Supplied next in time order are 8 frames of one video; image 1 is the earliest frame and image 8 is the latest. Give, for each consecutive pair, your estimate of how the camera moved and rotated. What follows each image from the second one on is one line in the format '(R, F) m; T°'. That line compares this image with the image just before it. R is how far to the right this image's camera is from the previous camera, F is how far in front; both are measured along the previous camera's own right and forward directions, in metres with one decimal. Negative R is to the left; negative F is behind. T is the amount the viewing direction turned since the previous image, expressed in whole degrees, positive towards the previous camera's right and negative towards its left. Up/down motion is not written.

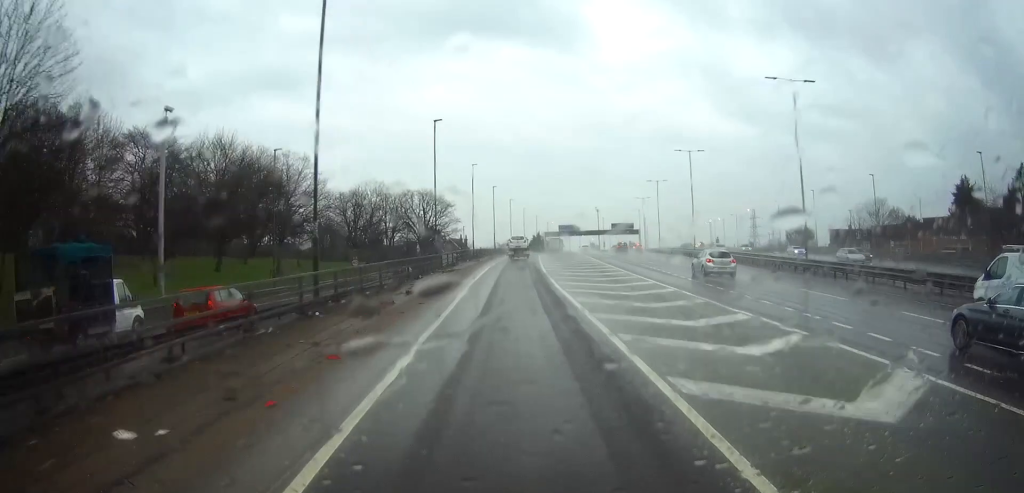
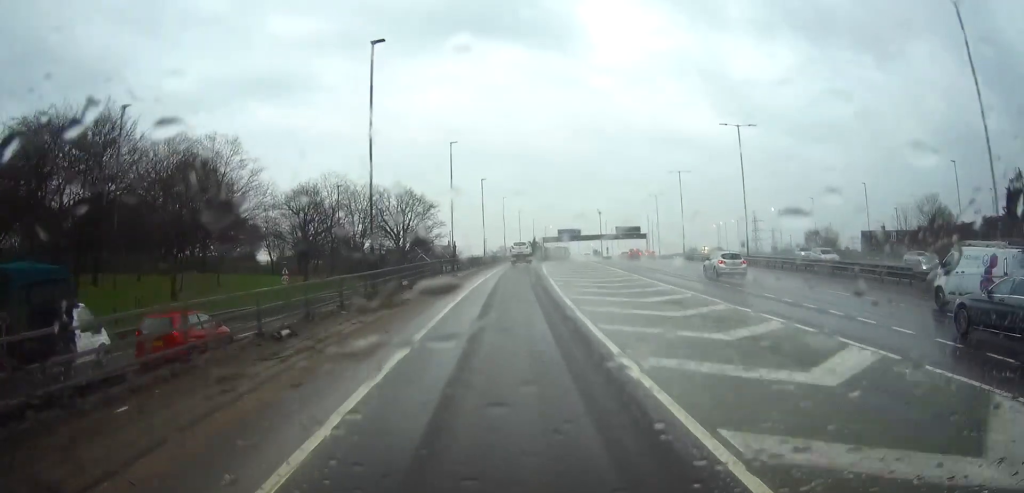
(+0.2, +20.0) m; 0°
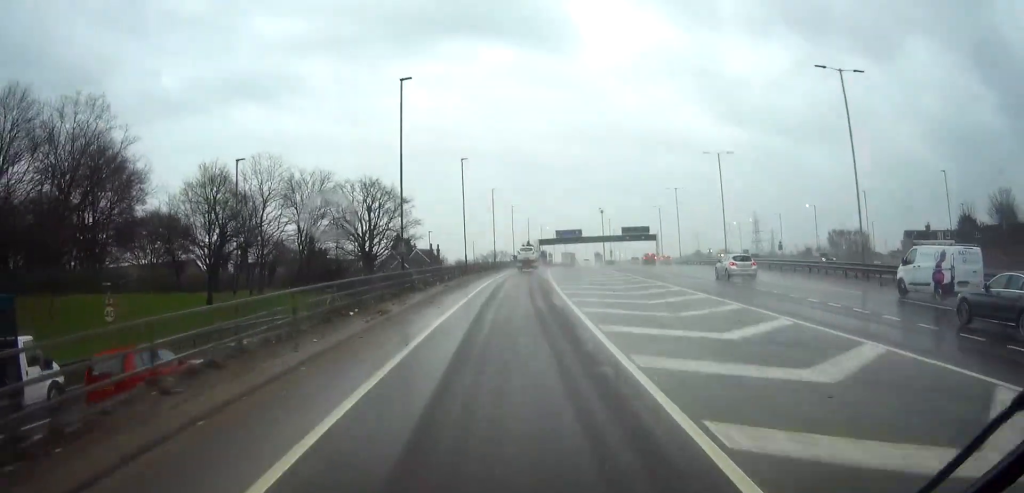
(0.0, +22.1) m; 0°
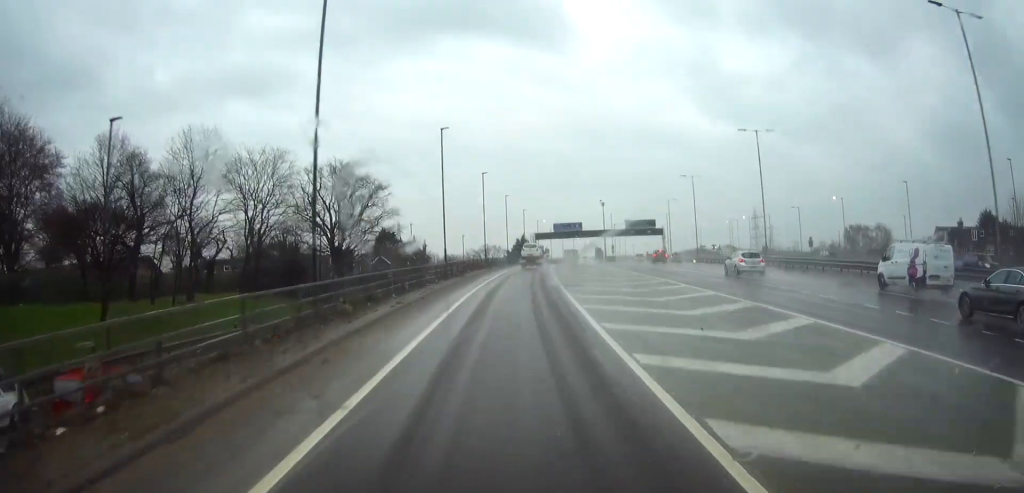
(+0.1, +13.8) m; +1°
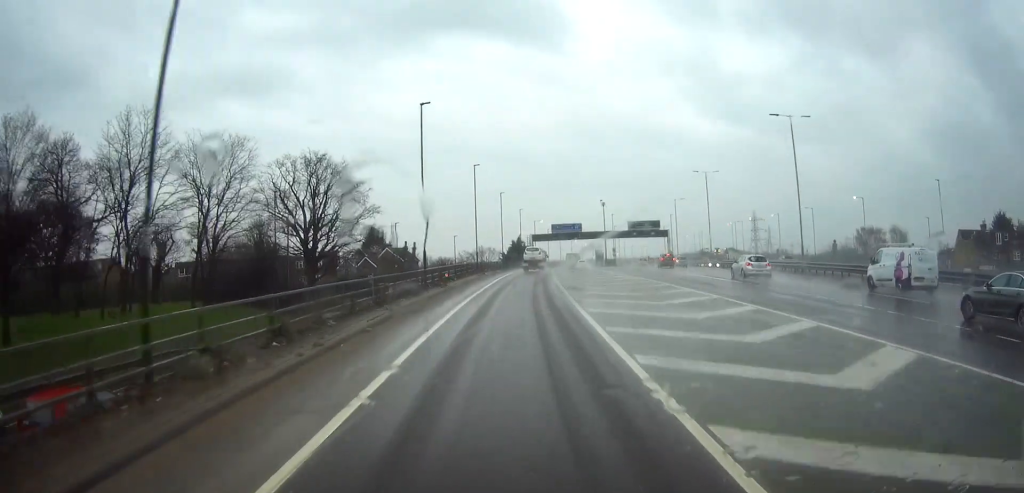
(0.0, +9.0) m; +1°
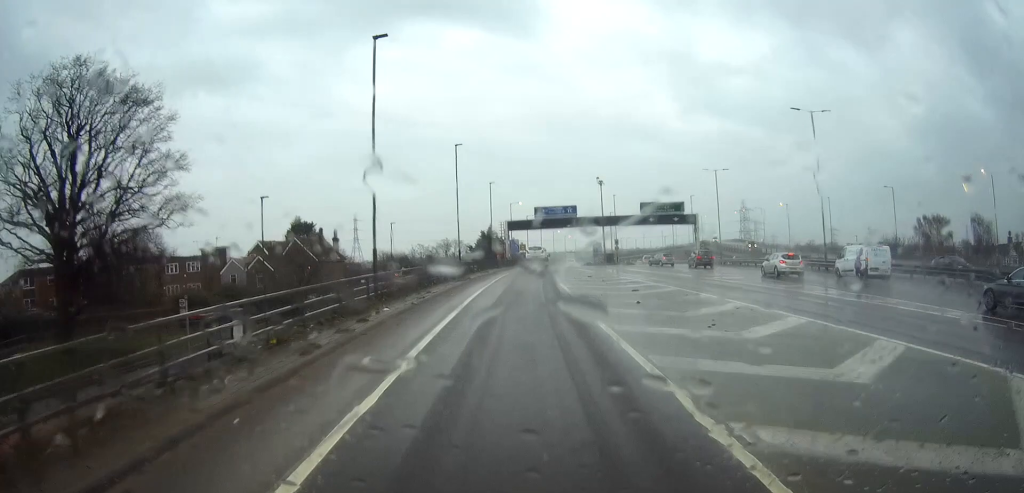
(+1.1, +40.2) m; +3°
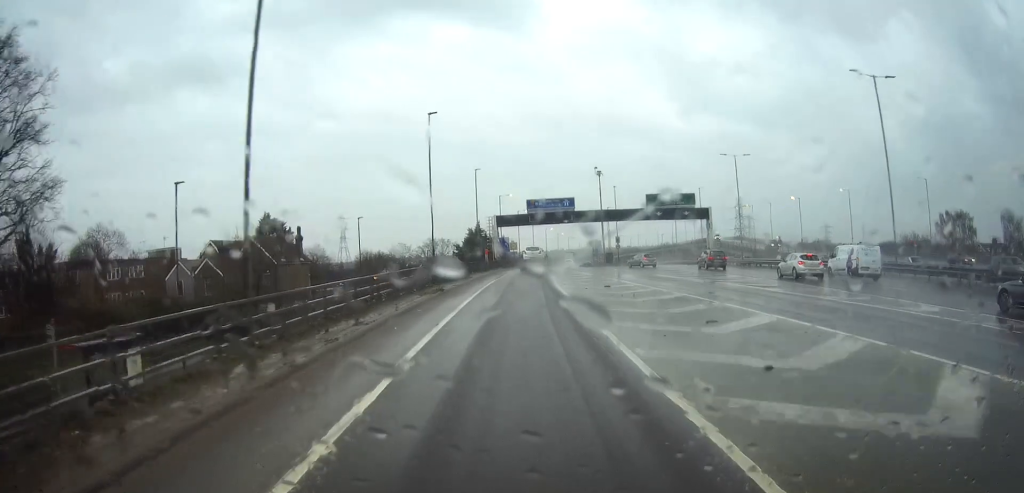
(+0.1, +11.8) m; +1°
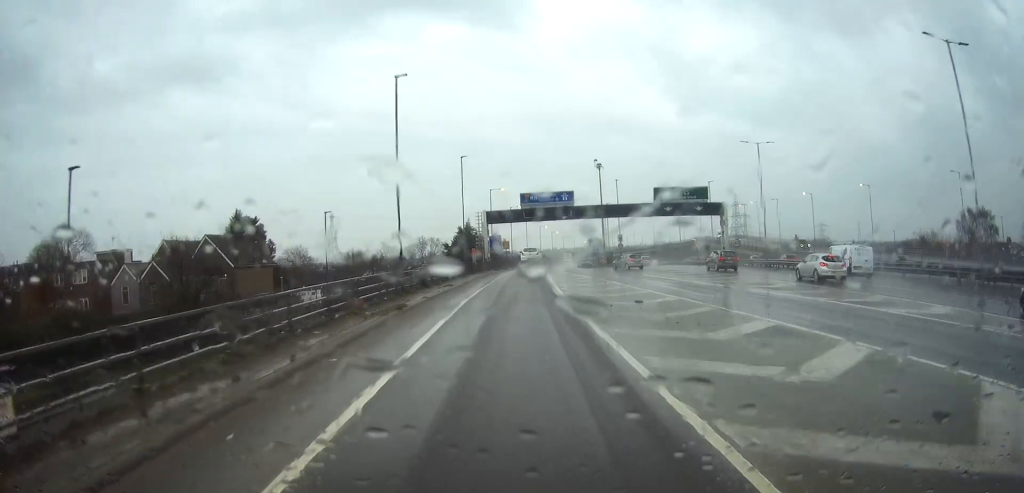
(-0.1, +9.7) m; +1°
